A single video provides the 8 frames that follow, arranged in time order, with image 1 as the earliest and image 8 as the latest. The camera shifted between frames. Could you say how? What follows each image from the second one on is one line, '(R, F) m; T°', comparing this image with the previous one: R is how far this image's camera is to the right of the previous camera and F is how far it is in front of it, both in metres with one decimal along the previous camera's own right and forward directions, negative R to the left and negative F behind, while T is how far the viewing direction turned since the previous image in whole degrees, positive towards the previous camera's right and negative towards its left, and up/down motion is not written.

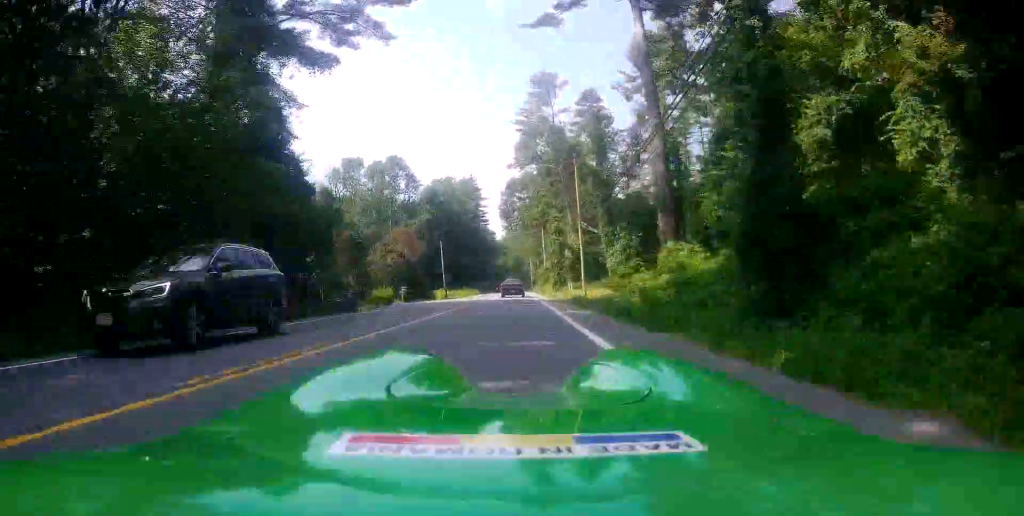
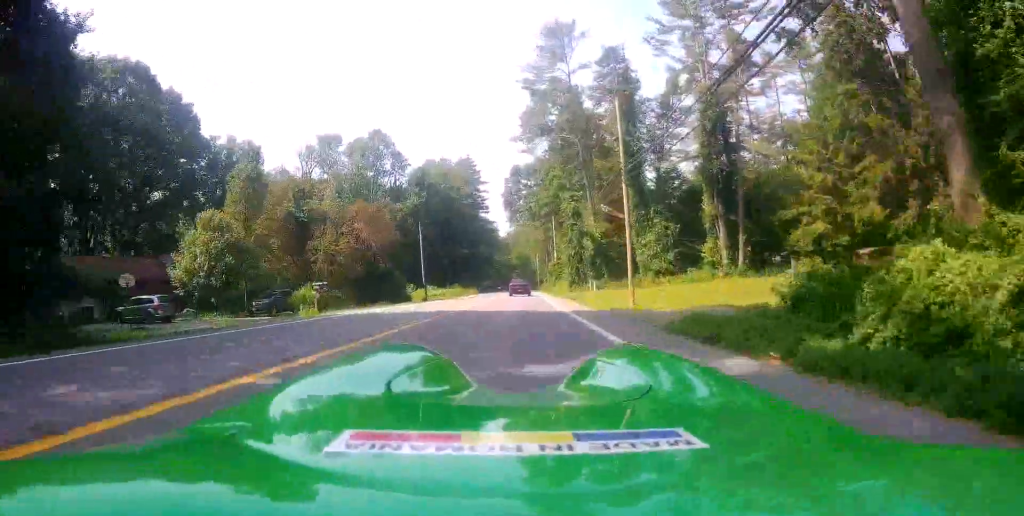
(0.0, +19.7) m; +1°
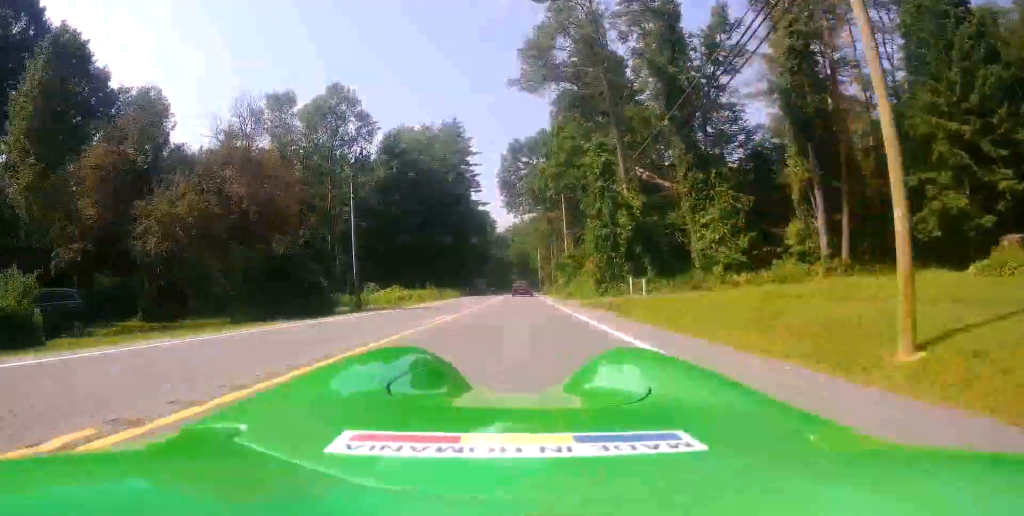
(+0.2, +22.3) m; +1°
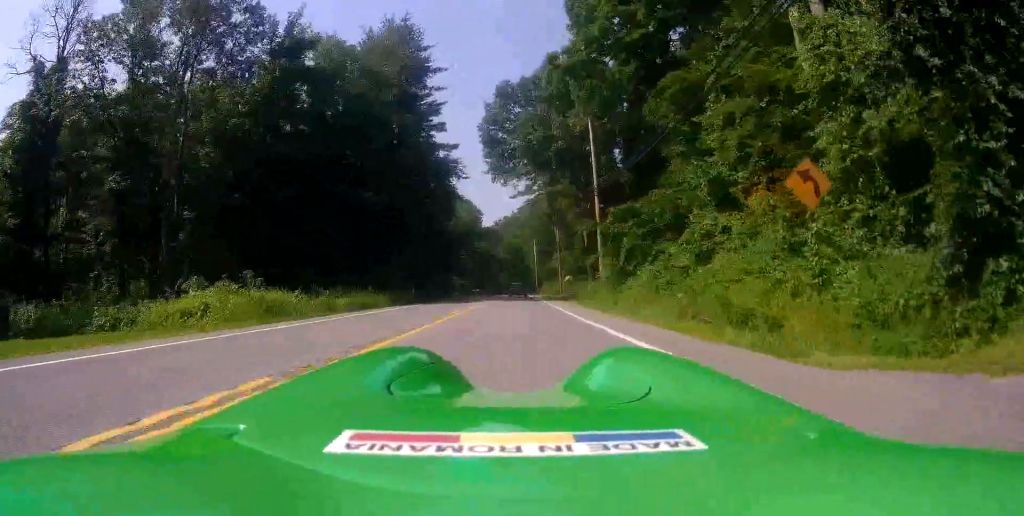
(+0.4, +35.4) m; +1°
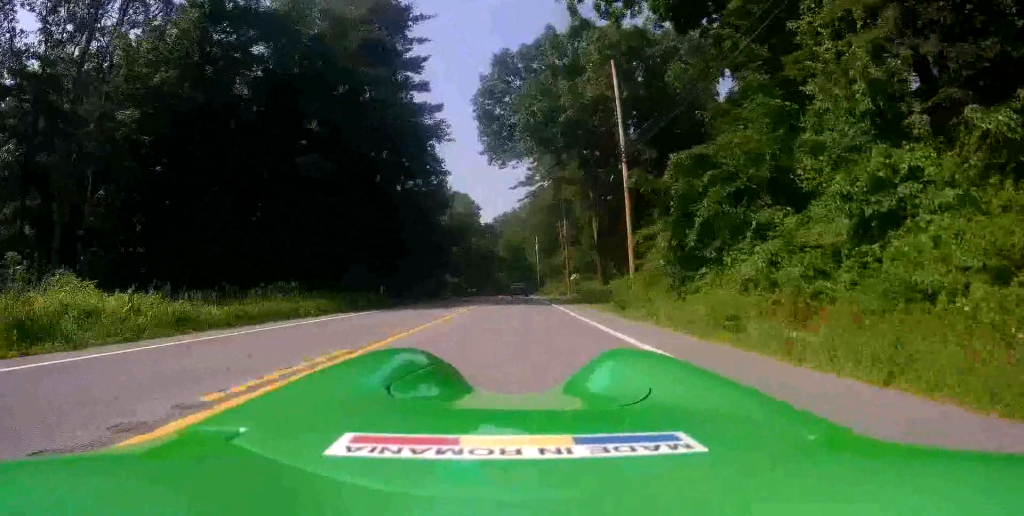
(0.0, +10.4) m; 0°
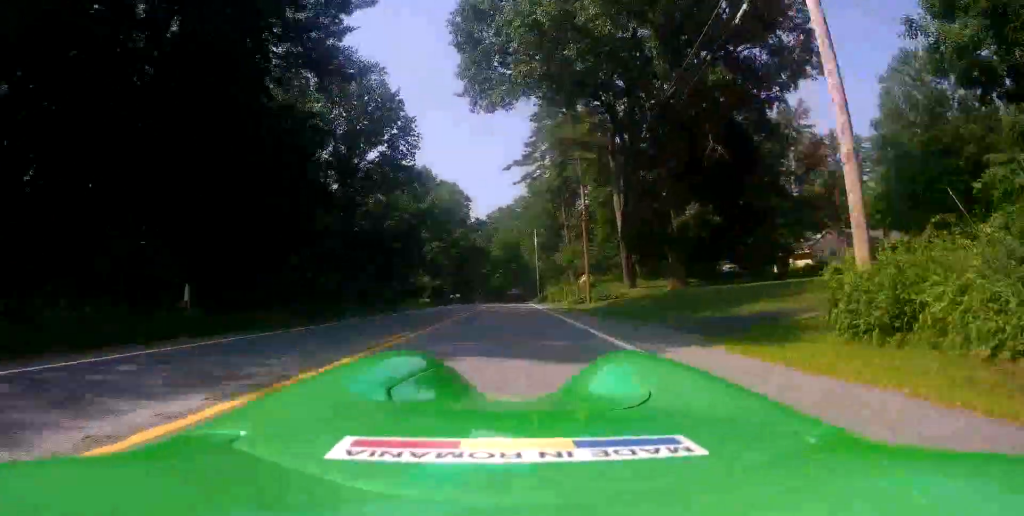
(0.0, +19.9) m; 0°
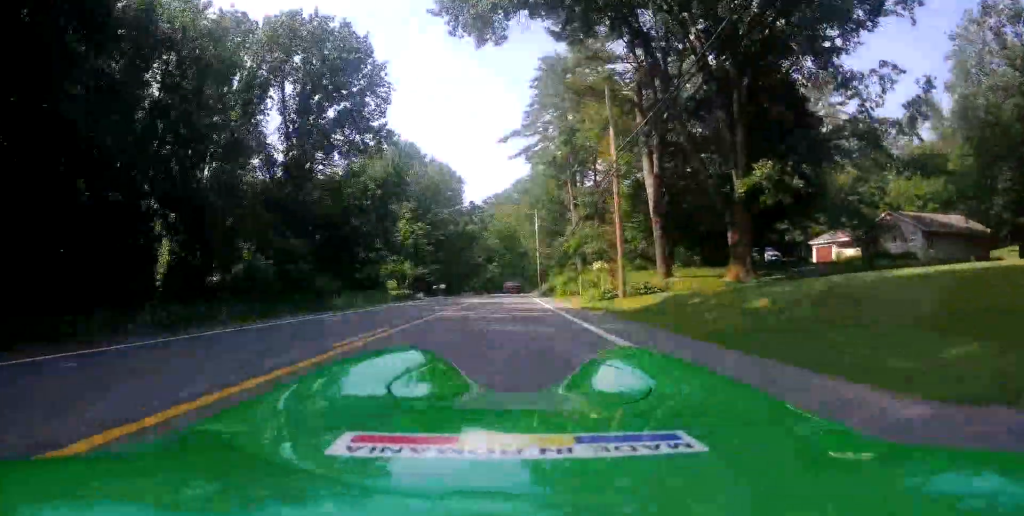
(0.0, +13.8) m; 0°
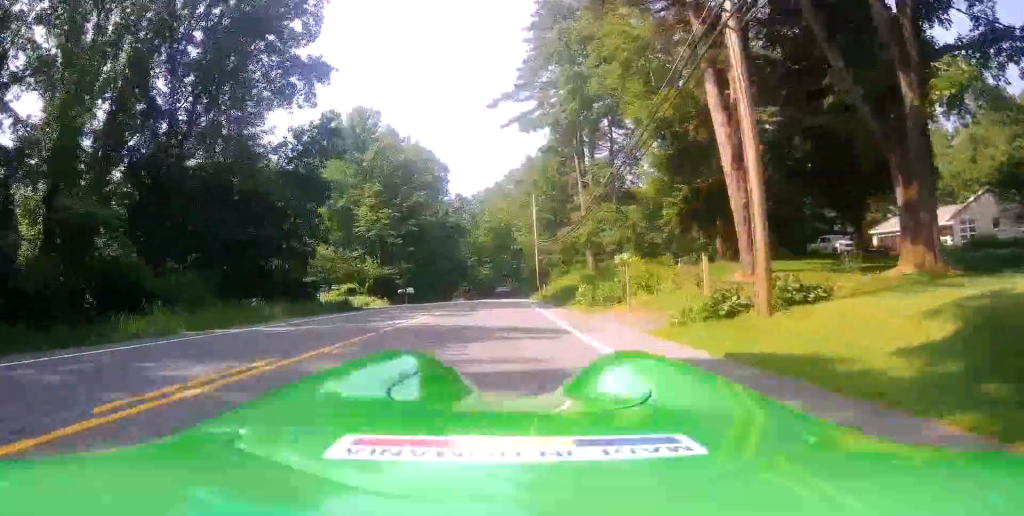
(-0.1, +16.4) m; 0°
